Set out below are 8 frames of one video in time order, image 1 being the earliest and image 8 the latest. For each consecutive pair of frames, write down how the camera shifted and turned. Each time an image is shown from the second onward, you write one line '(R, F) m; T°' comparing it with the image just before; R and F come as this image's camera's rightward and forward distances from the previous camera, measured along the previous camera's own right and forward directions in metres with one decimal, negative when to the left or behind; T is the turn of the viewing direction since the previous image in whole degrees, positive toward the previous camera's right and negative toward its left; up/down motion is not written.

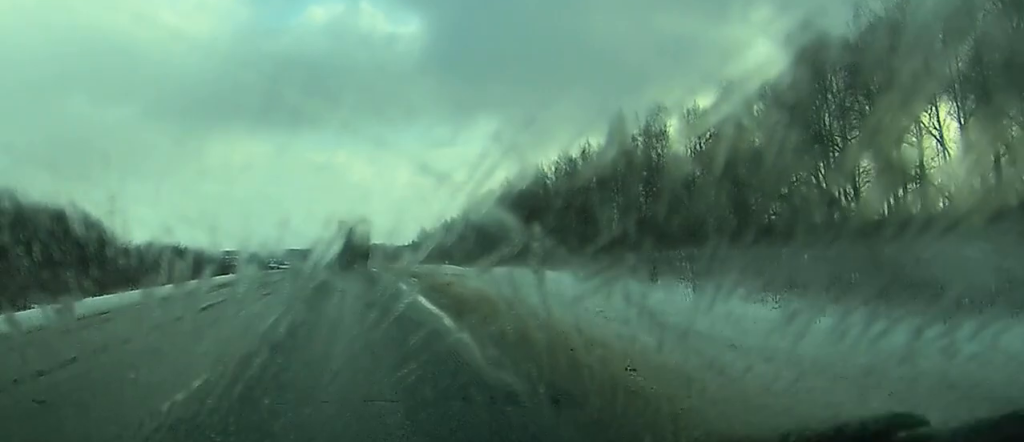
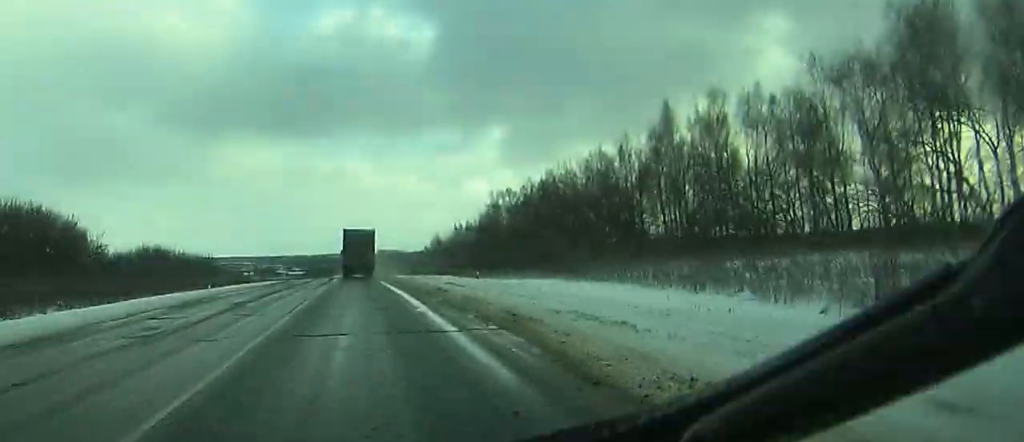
(+0.4, +23.0) m; +2°
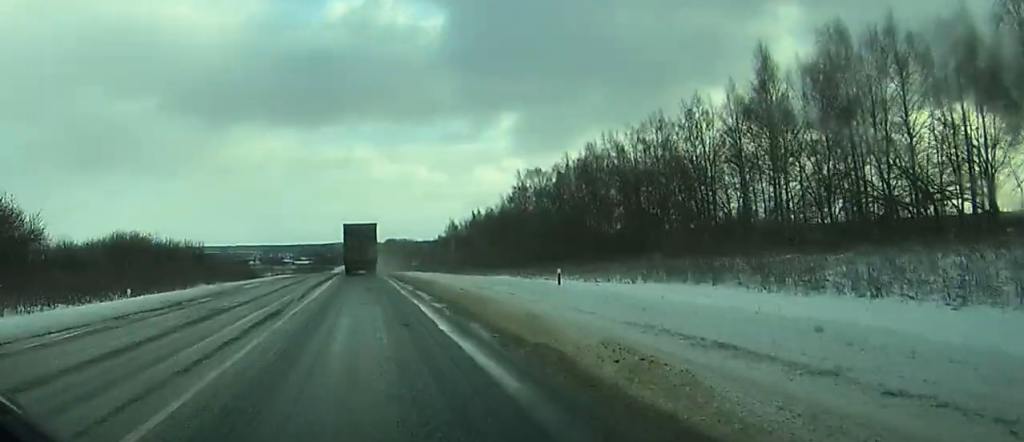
(+1.2, +34.9) m; +2°
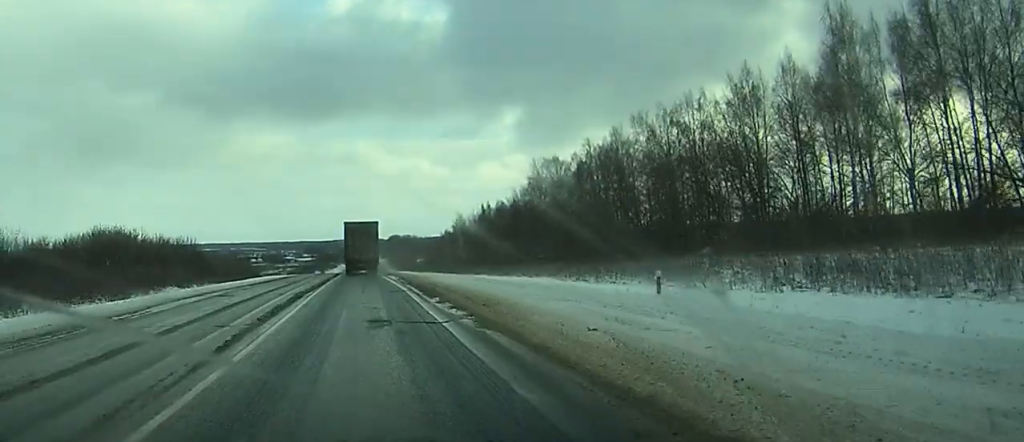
(0.0, +18.5) m; 0°
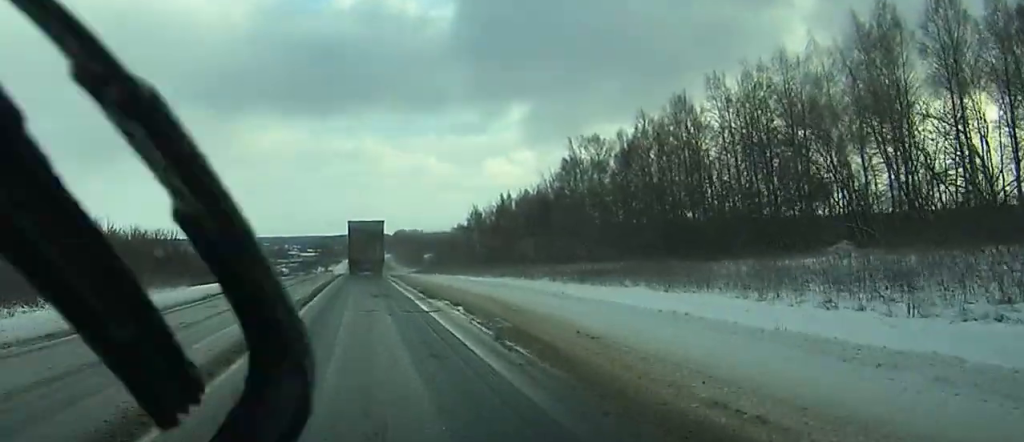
(+0.2, +34.6) m; +3°
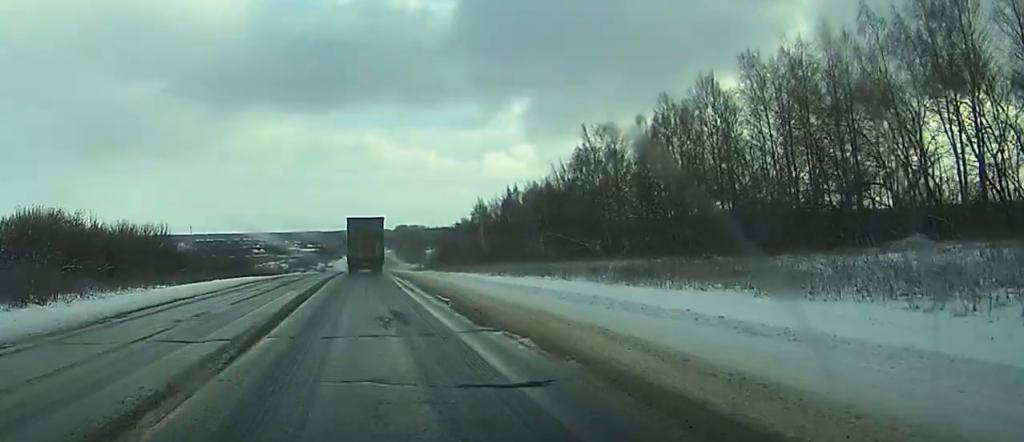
(+0.4, +12.8) m; 0°
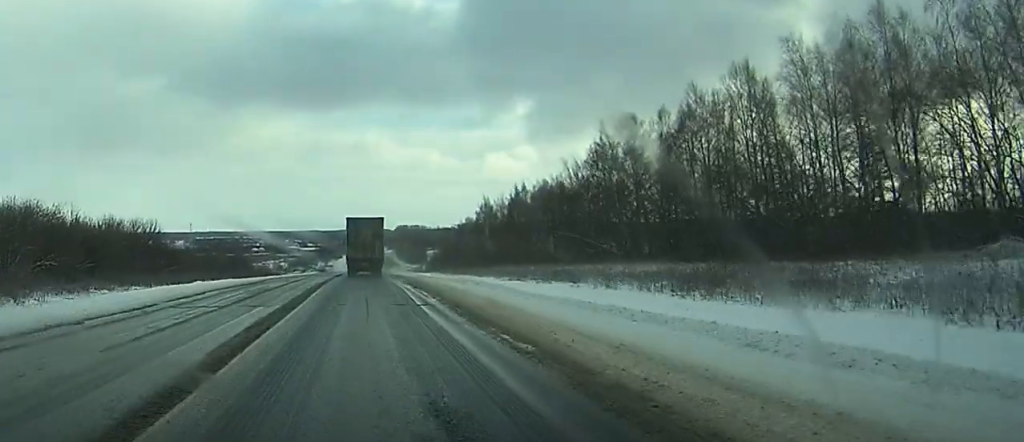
(+0.4, +12.8) m; 0°
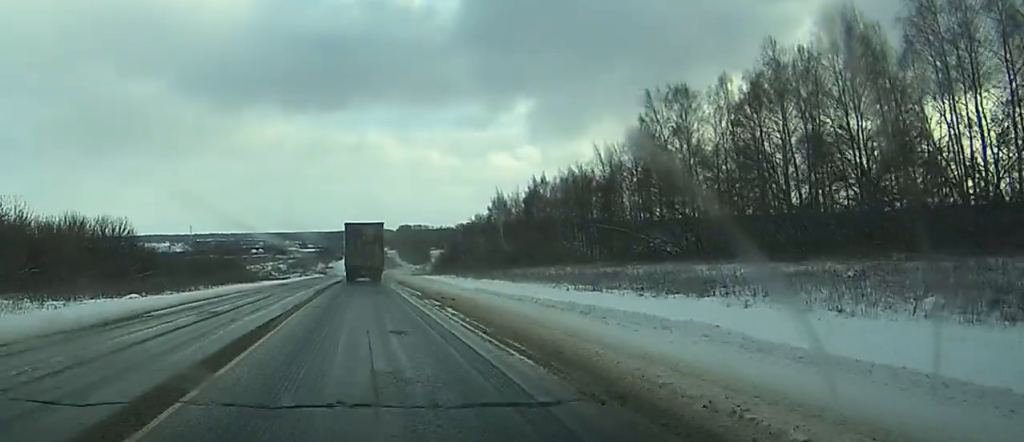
(-0.5, +29.5) m; -1°
